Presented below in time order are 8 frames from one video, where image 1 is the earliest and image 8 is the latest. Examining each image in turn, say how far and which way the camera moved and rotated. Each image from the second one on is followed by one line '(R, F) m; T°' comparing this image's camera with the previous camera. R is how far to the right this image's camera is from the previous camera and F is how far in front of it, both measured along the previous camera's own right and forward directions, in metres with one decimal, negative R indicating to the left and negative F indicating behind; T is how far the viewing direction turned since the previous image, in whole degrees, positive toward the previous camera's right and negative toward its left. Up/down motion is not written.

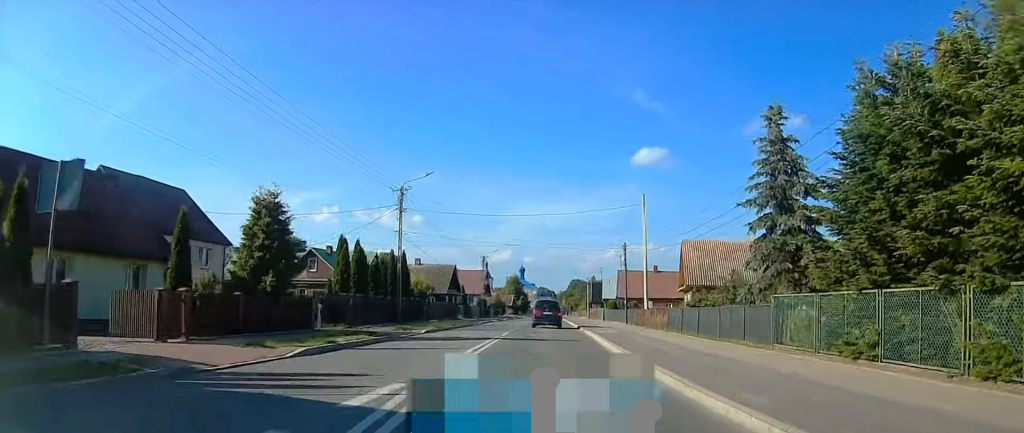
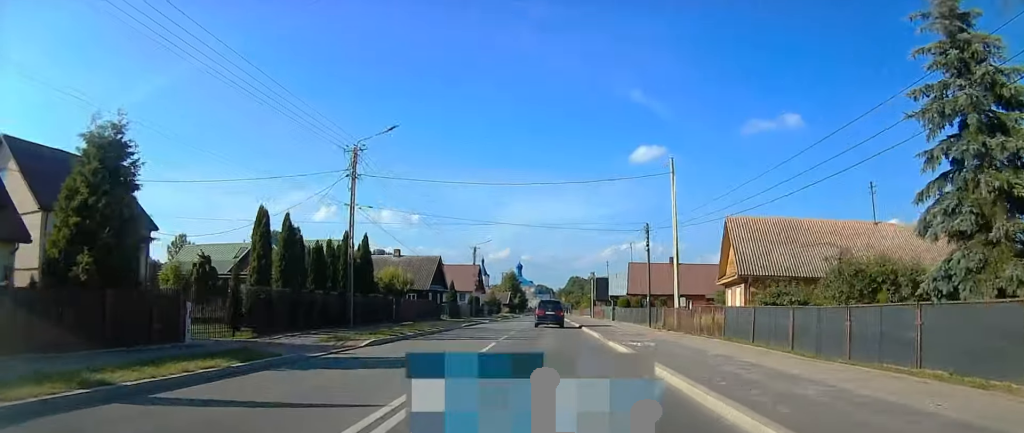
(0.0, +9.4) m; 0°
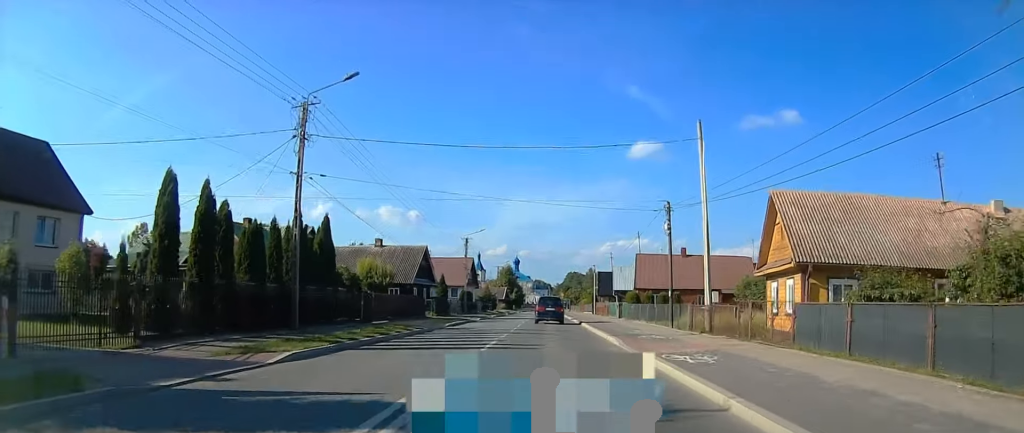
(0.0, +6.2) m; 0°
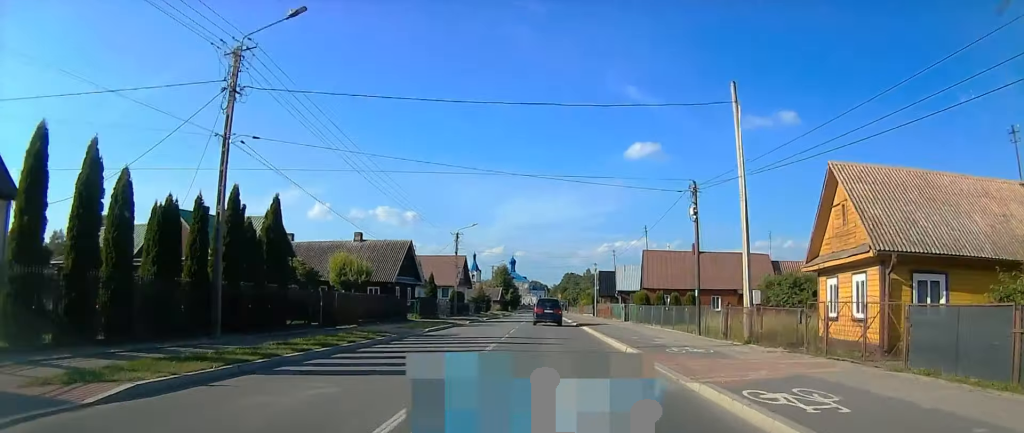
(0.0, +5.4) m; 0°
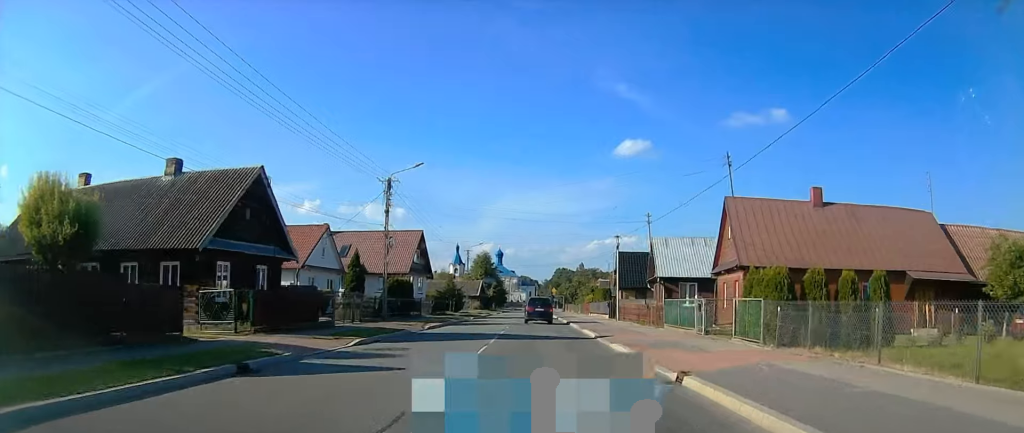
(+1.0, +24.7) m; +4°
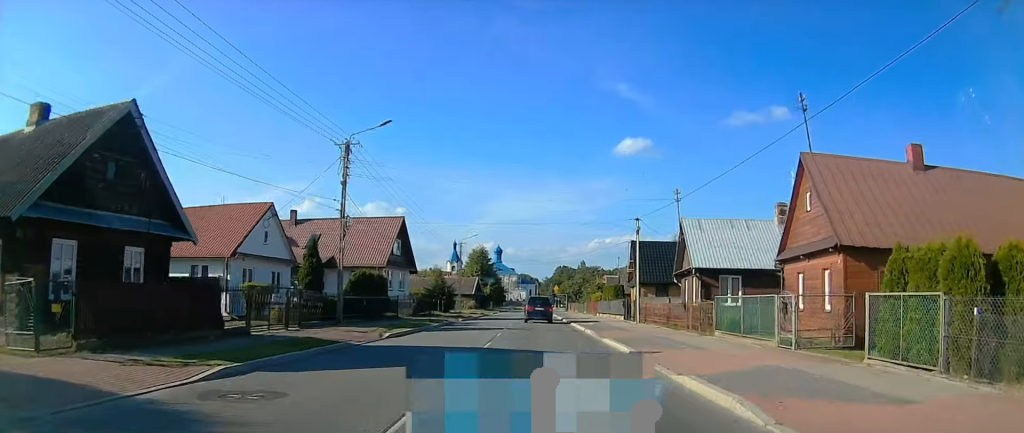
(0.0, +7.5) m; -1°
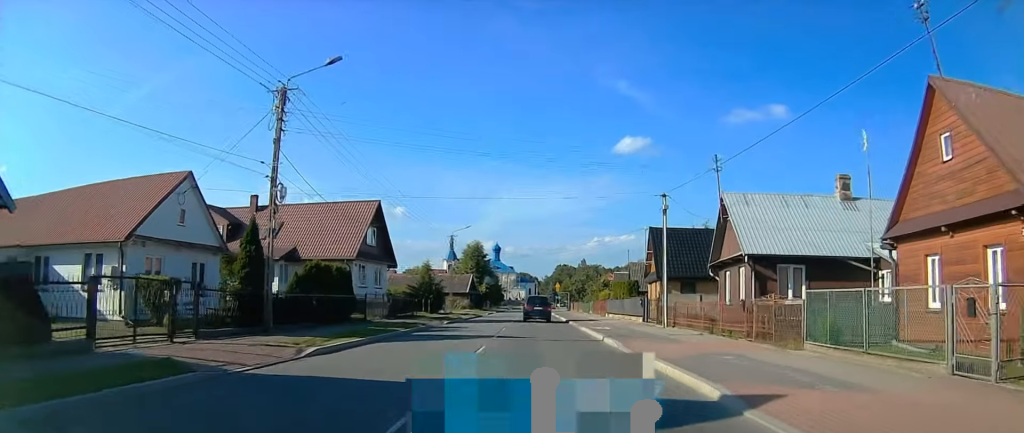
(-0.2, +6.6) m; -2°
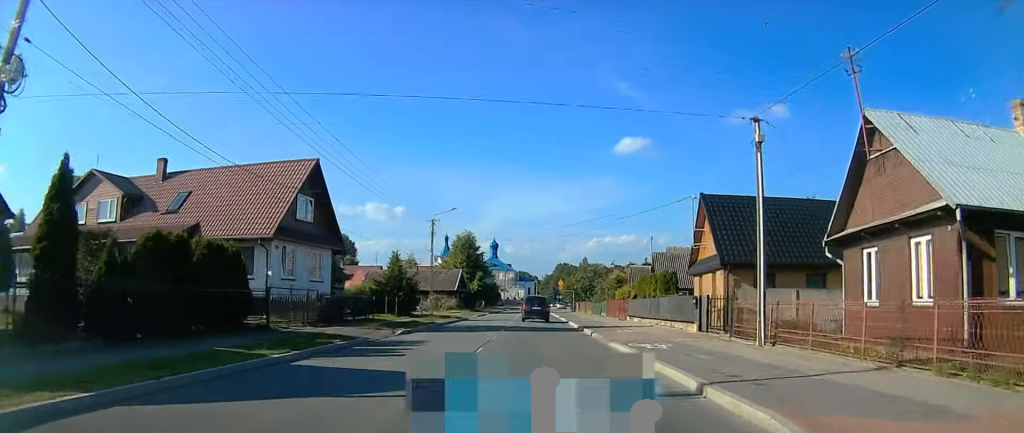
(0.0, +11.0) m; +1°
